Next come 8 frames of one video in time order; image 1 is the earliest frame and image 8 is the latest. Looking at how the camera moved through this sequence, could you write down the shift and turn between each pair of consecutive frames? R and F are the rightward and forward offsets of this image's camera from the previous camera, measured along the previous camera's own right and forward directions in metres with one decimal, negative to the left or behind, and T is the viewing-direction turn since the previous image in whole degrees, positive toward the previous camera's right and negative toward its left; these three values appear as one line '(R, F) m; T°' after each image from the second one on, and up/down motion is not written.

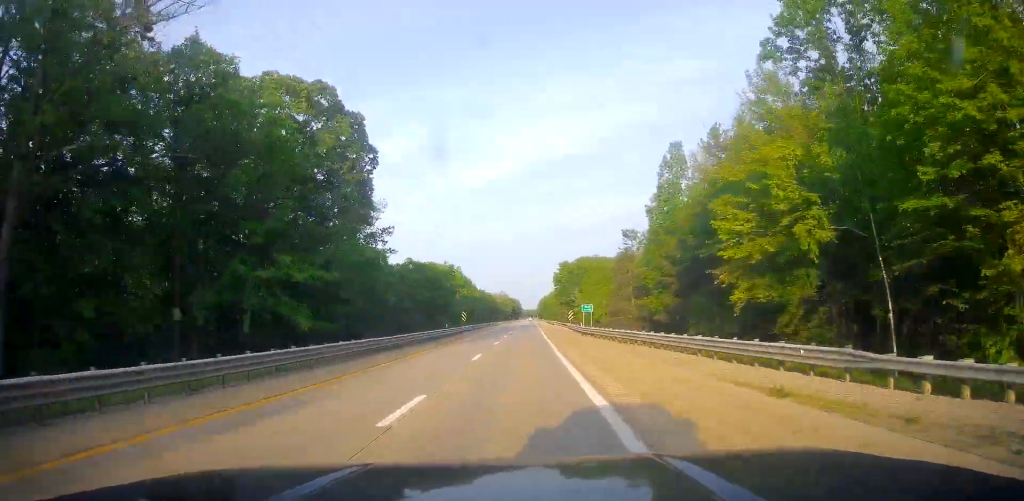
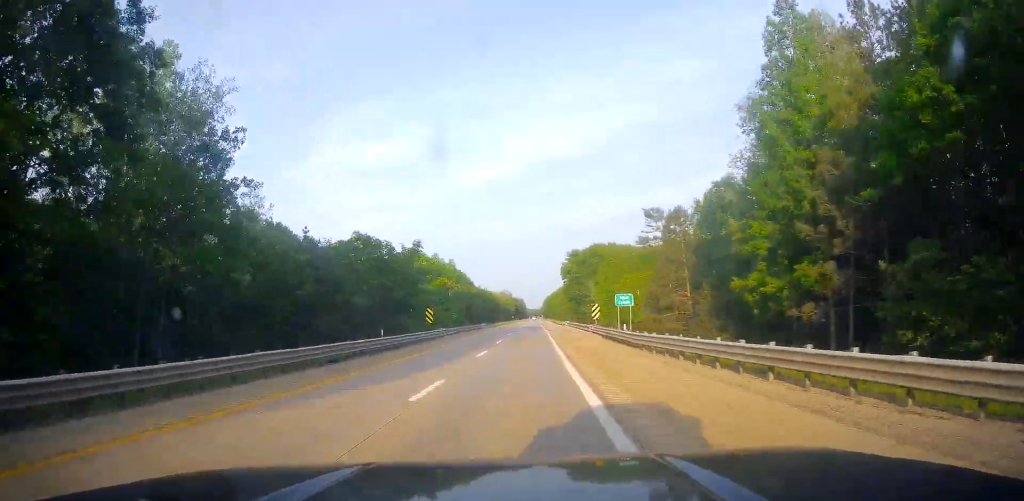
(-0.3, +27.6) m; -1°
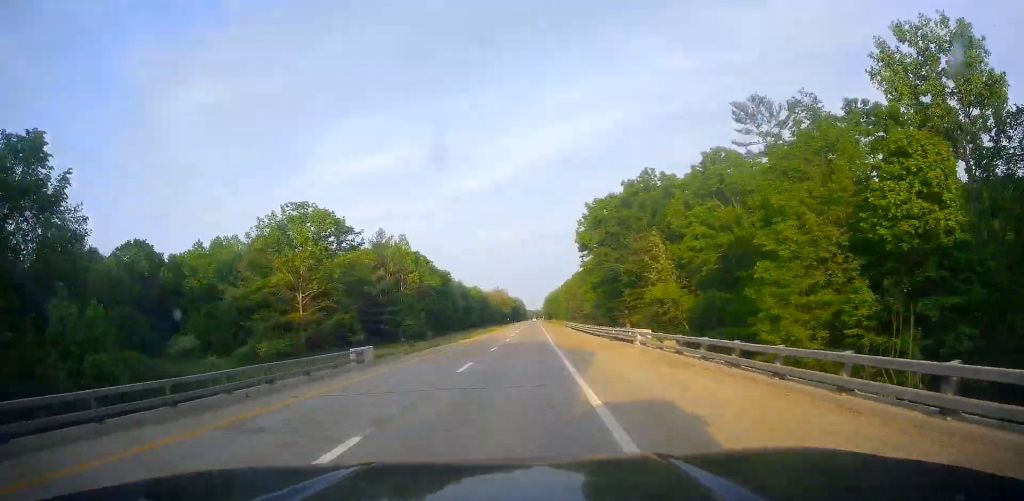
(-0.9, +63.7) m; -2°
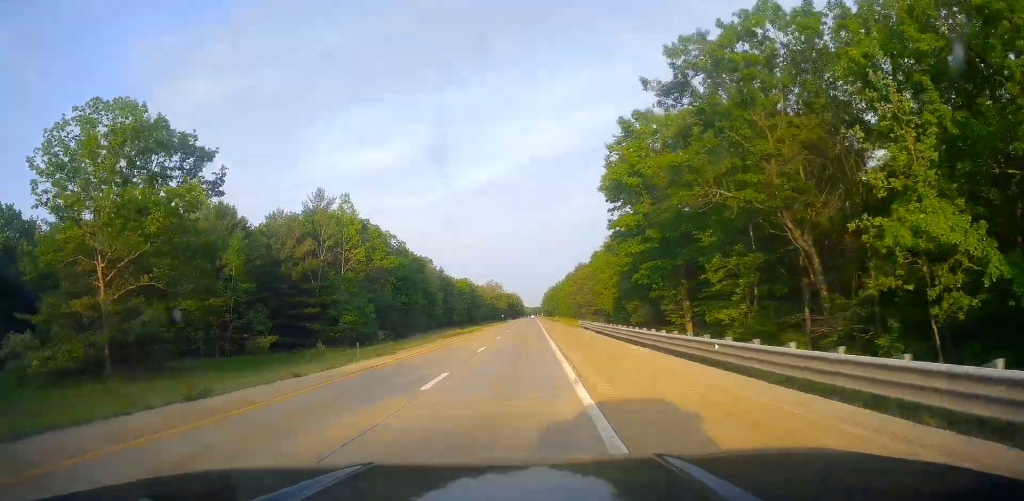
(-0.3, +36.1) m; 0°
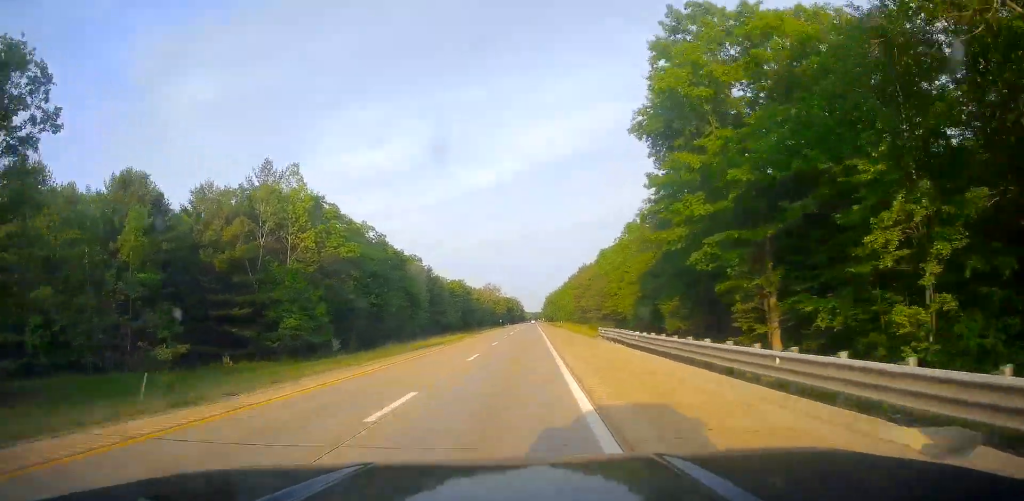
(+0.3, +19.3) m; 0°
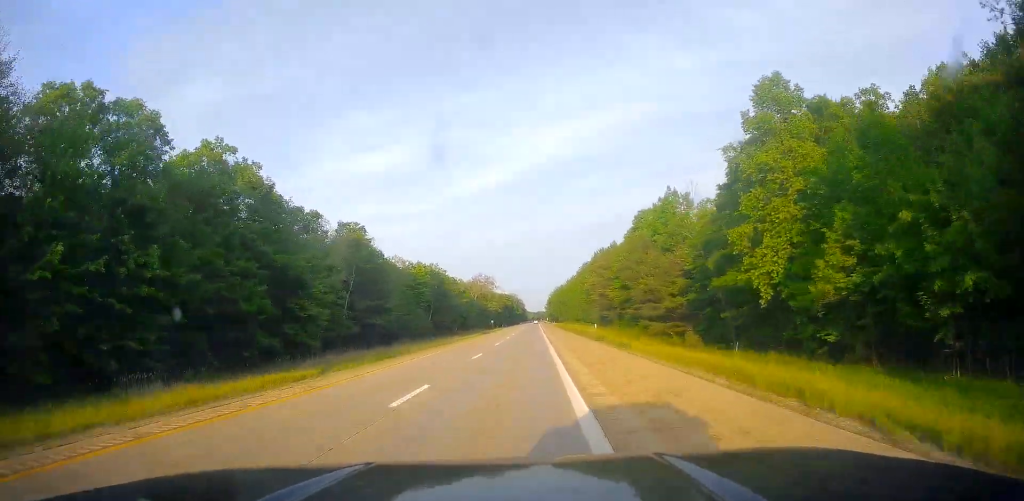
(-0.2, +58.8) m; 0°
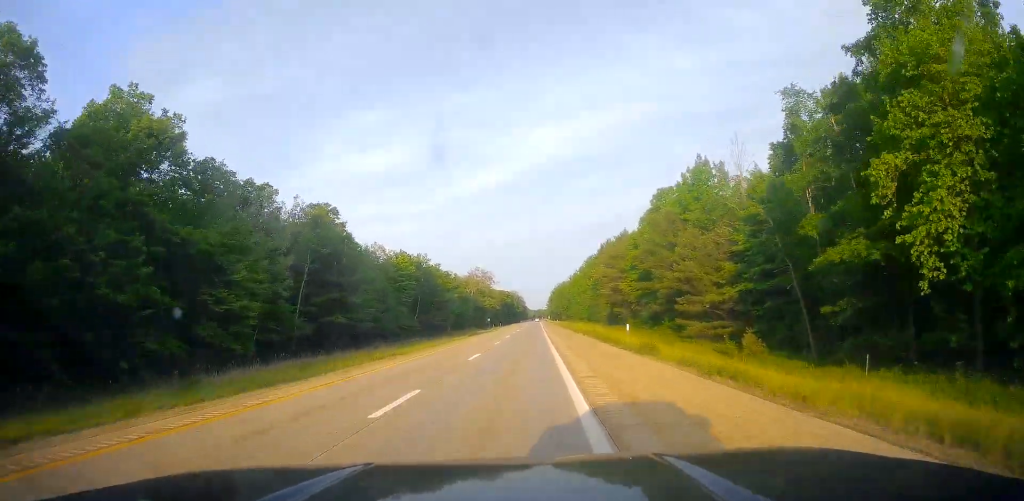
(+0.2, +16.8) m; 0°
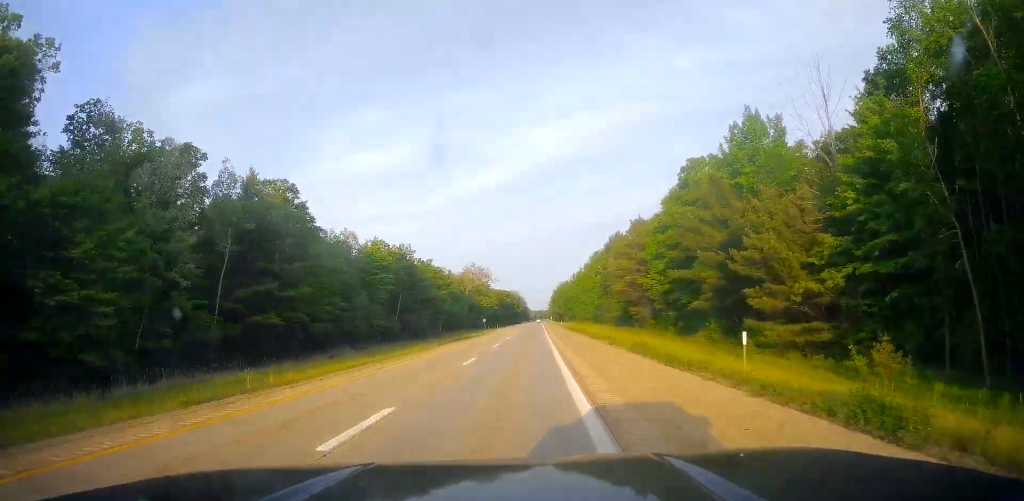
(0.0, +18.0) m; 0°
